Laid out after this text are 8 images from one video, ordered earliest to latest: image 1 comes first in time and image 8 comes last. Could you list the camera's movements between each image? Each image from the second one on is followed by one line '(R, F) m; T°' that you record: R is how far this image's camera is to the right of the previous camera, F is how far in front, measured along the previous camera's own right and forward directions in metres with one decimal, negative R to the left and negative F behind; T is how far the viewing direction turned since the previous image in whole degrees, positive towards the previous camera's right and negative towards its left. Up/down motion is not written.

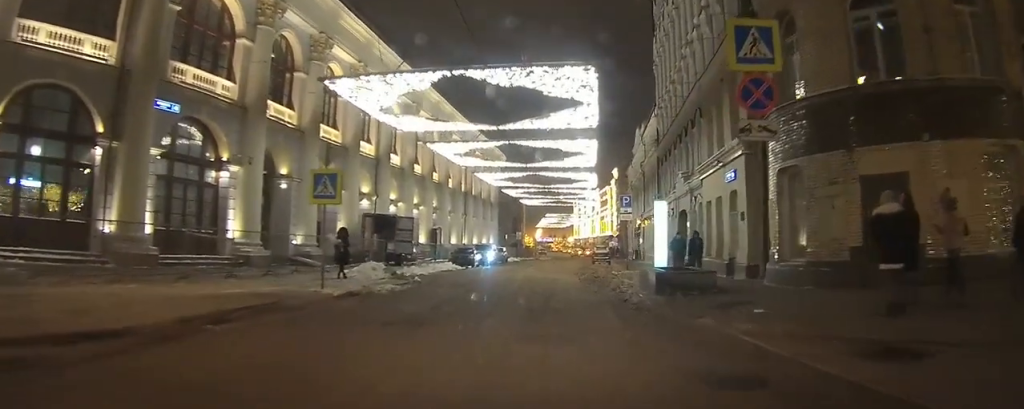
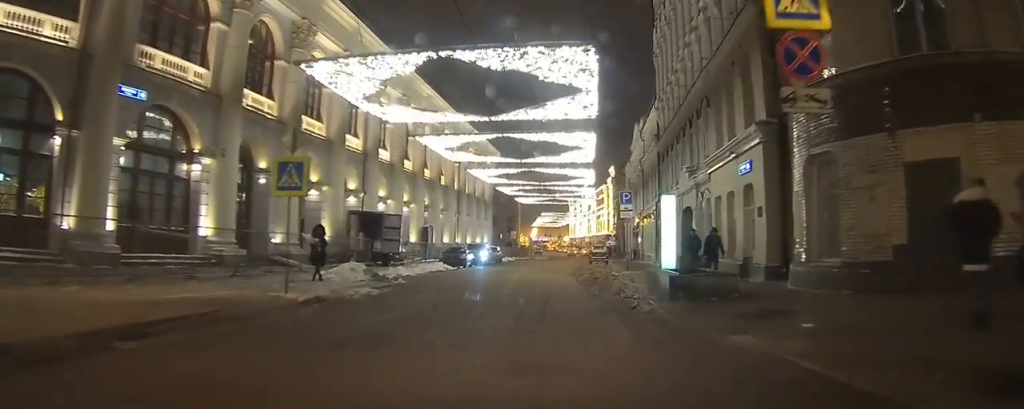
(0.0, +1.9) m; +2°
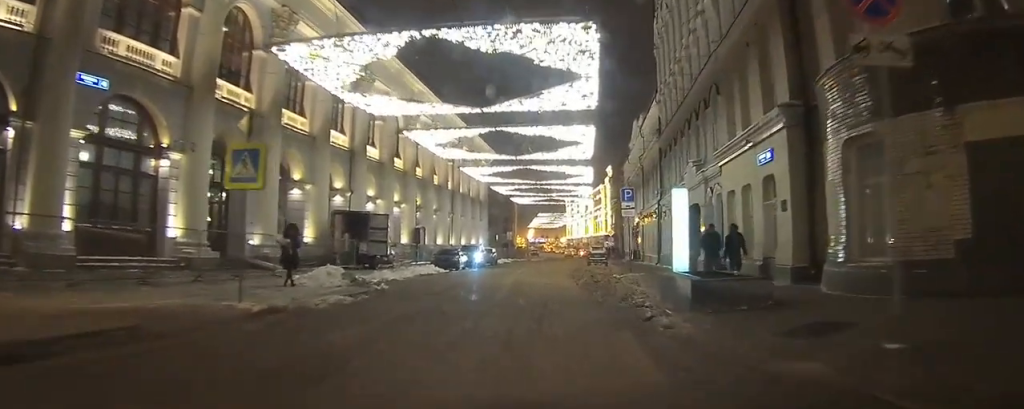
(+0.1, +2.0) m; -2°
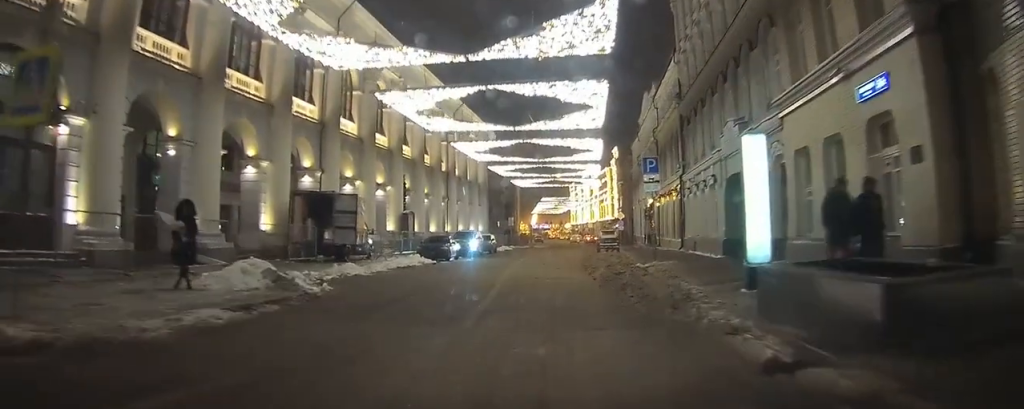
(-0.4, +5.6) m; -3°
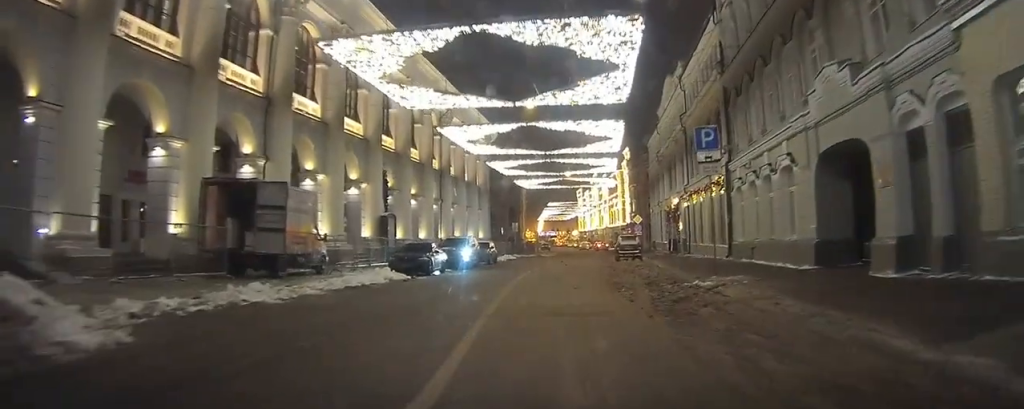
(+0.4, +8.1) m; +3°
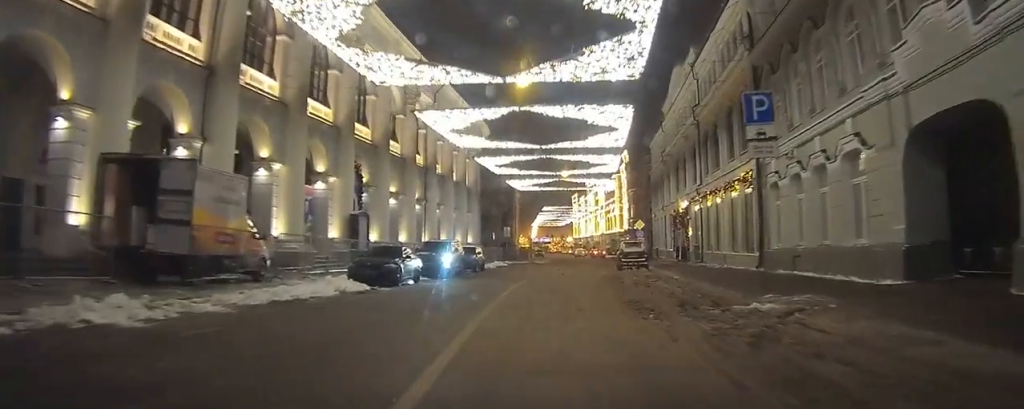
(-0.1, +5.4) m; -1°
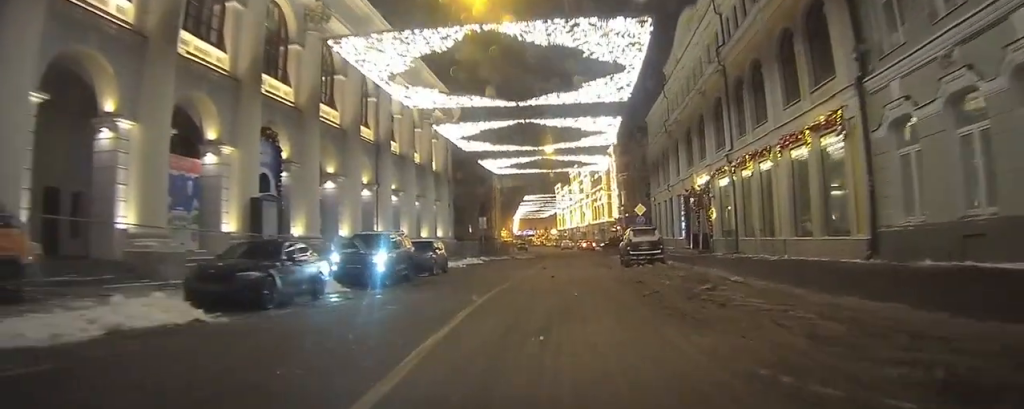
(-0.2, +10.6) m; -1°
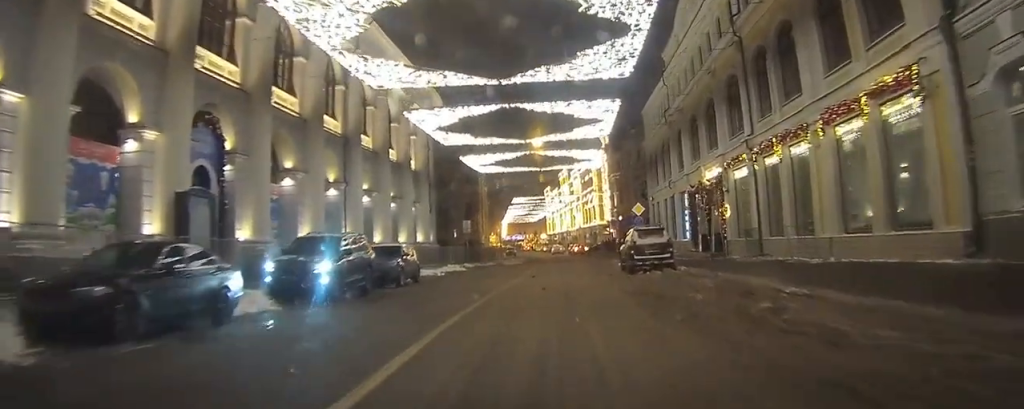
(0.0, +4.6) m; +1°
